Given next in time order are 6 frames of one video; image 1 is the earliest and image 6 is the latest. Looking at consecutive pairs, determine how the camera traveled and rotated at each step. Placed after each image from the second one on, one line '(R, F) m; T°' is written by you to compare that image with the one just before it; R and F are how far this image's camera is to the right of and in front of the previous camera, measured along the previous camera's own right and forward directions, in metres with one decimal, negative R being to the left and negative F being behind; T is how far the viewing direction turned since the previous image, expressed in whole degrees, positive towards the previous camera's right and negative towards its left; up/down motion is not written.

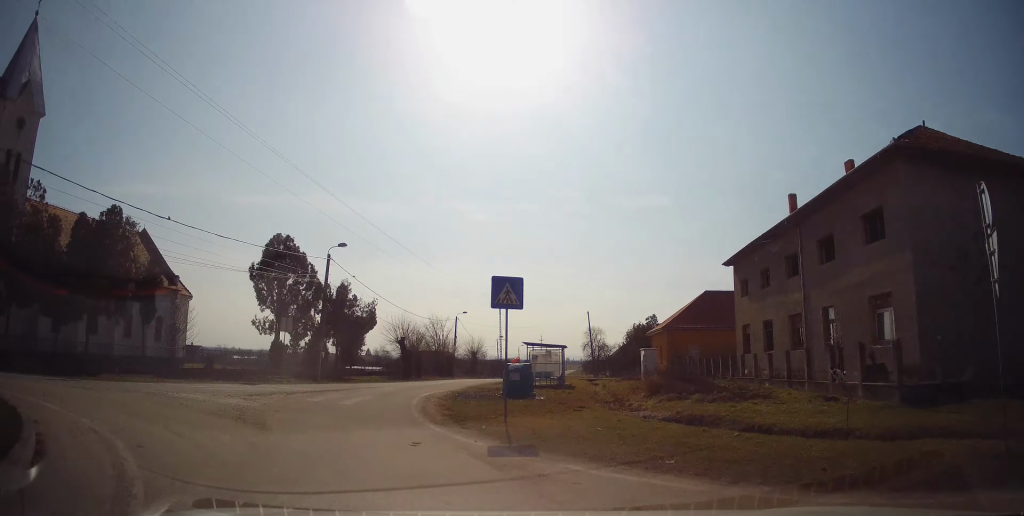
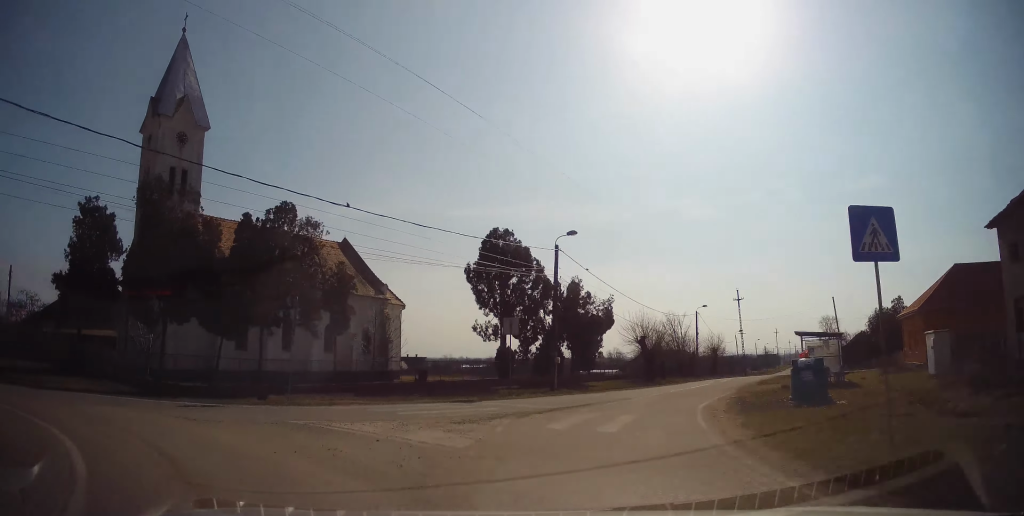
(-0.9, +4.8) m; -24°
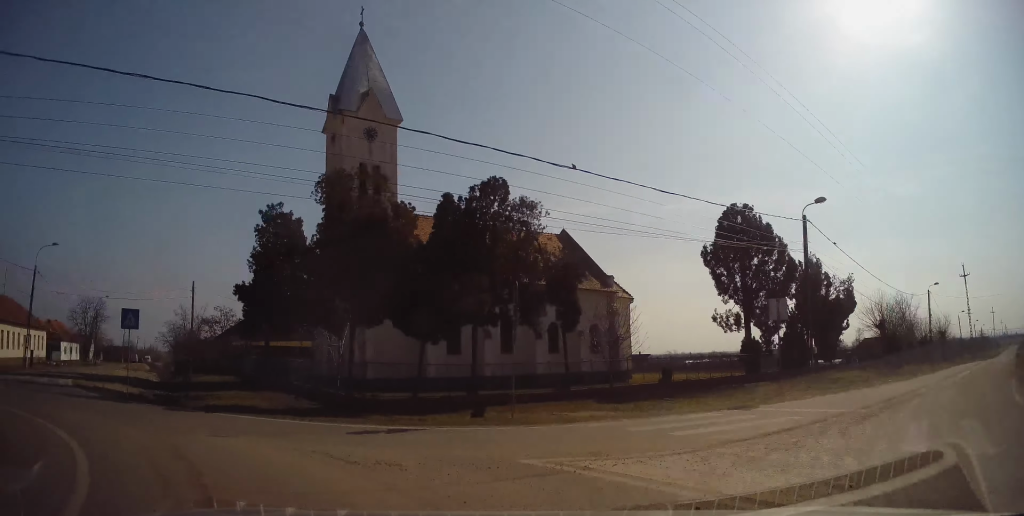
(-0.2, +3.8) m; -21°
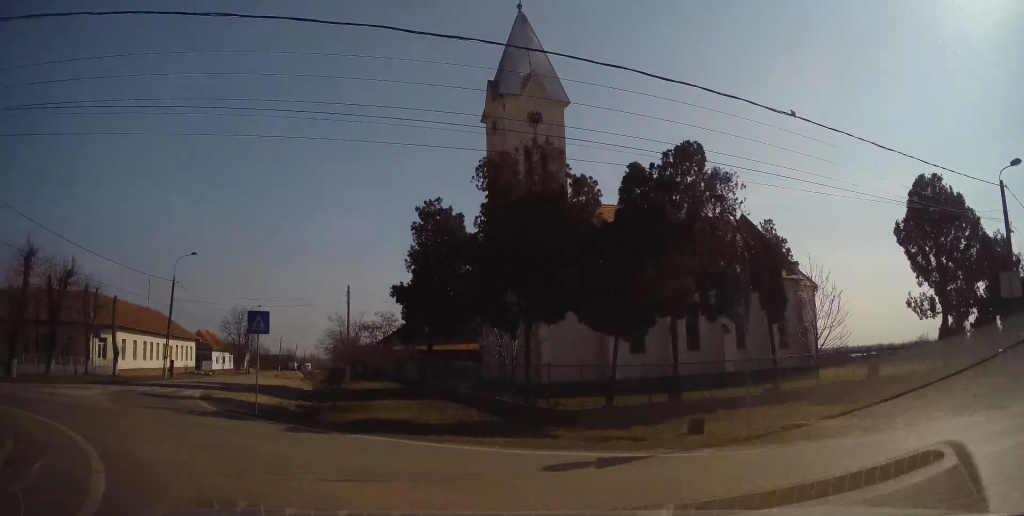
(-0.8, +2.8) m; -15°
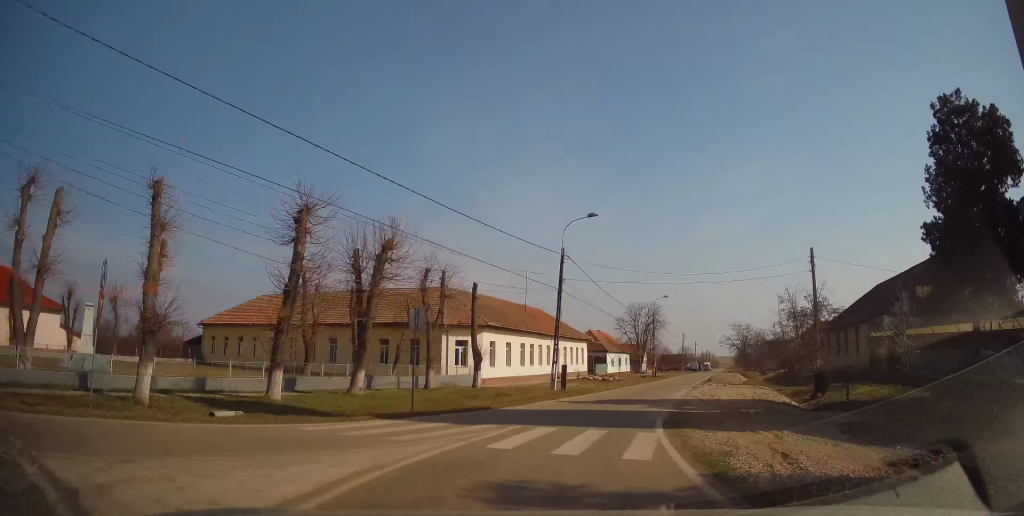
(-7.0, +12.1) m; -41°
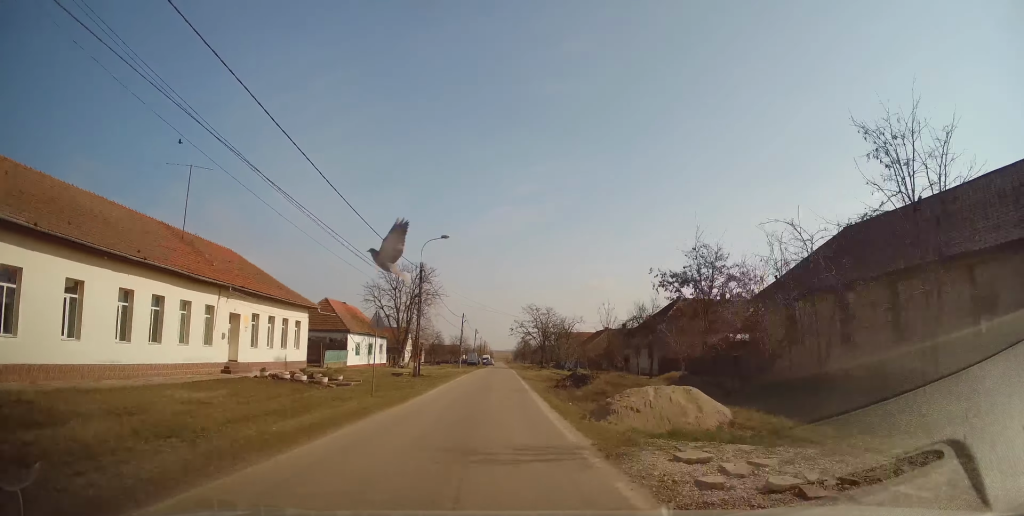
(+4.4, +26.1) m; +17°
